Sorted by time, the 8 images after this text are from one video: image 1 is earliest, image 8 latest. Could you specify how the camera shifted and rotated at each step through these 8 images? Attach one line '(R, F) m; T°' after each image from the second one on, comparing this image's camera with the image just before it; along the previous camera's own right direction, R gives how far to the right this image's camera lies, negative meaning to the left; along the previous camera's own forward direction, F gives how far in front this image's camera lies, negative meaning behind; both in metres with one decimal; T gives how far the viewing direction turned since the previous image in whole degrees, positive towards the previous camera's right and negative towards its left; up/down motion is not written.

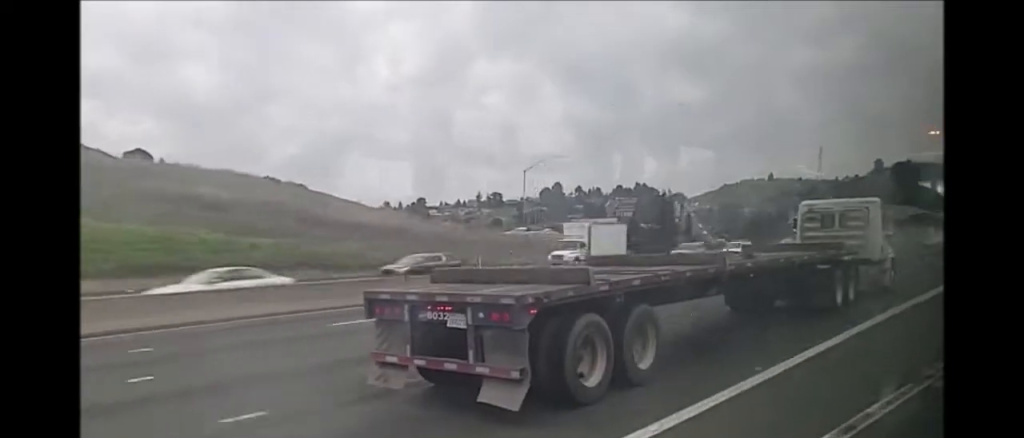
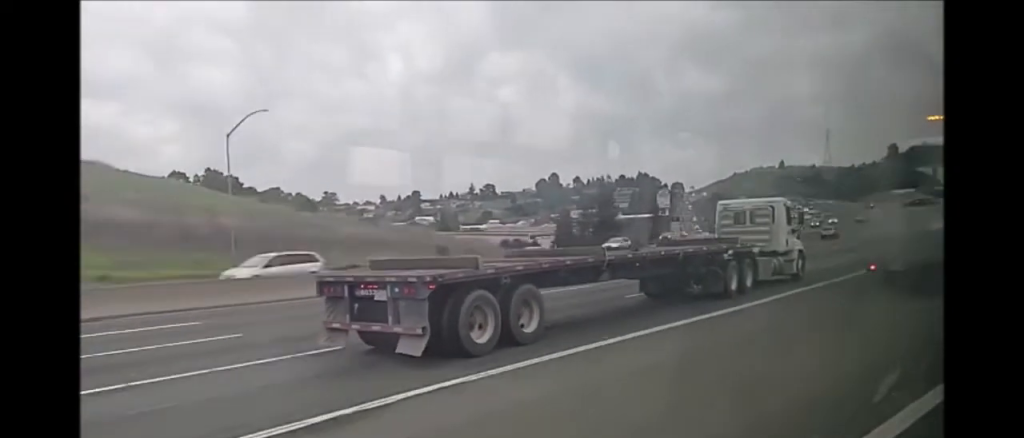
(-1.2, +34.8) m; -1°
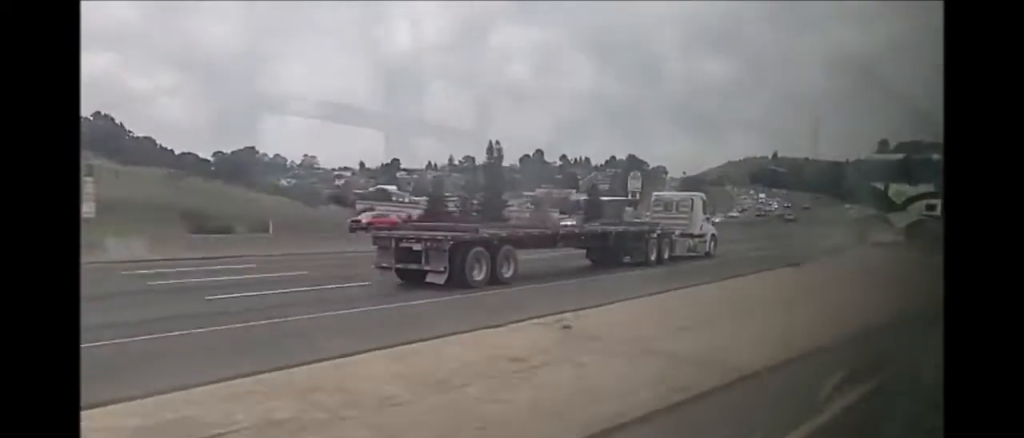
(-0.9, +40.0) m; -2°
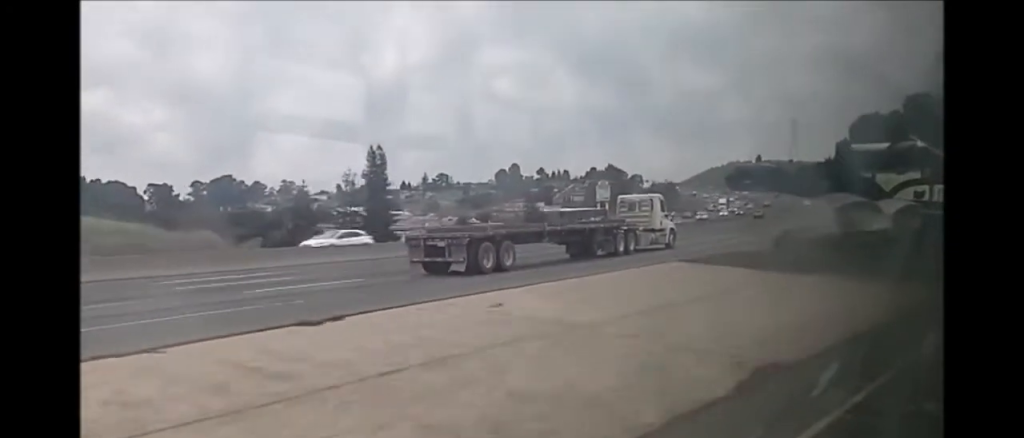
(+0.3, +27.0) m; +2°
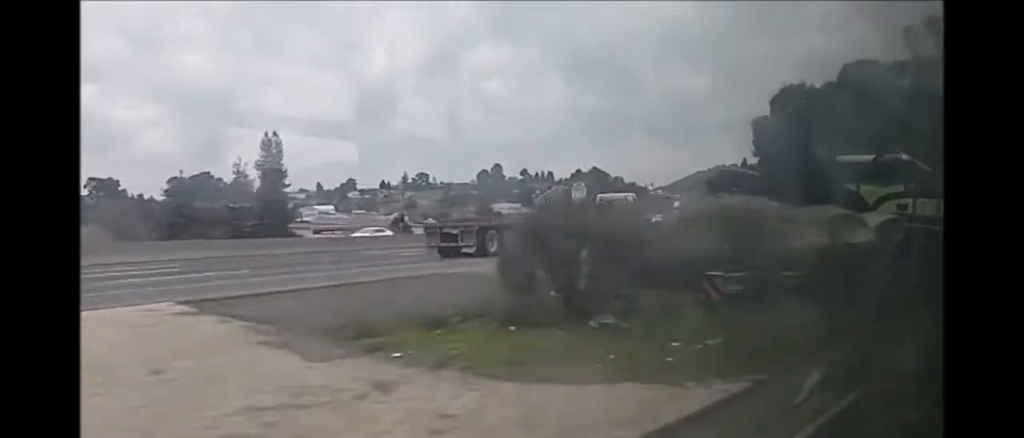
(+0.2, +17.0) m; +1°
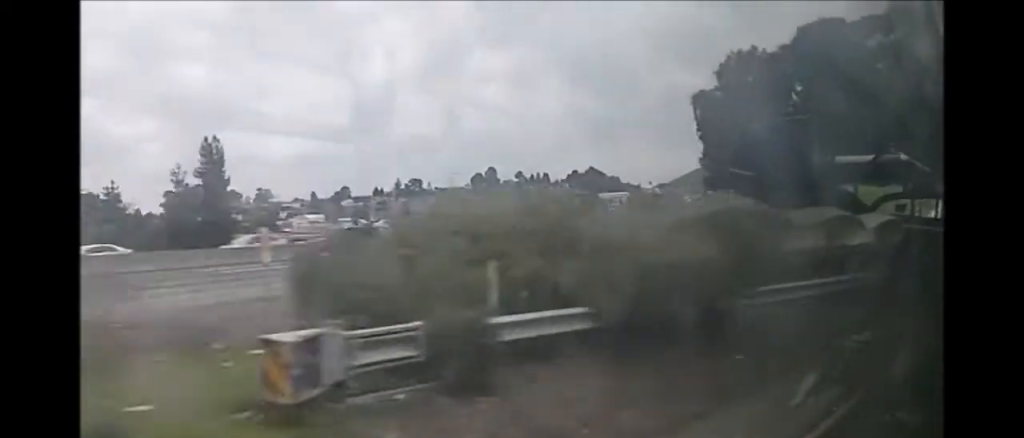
(+0.2, +8.7) m; 0°
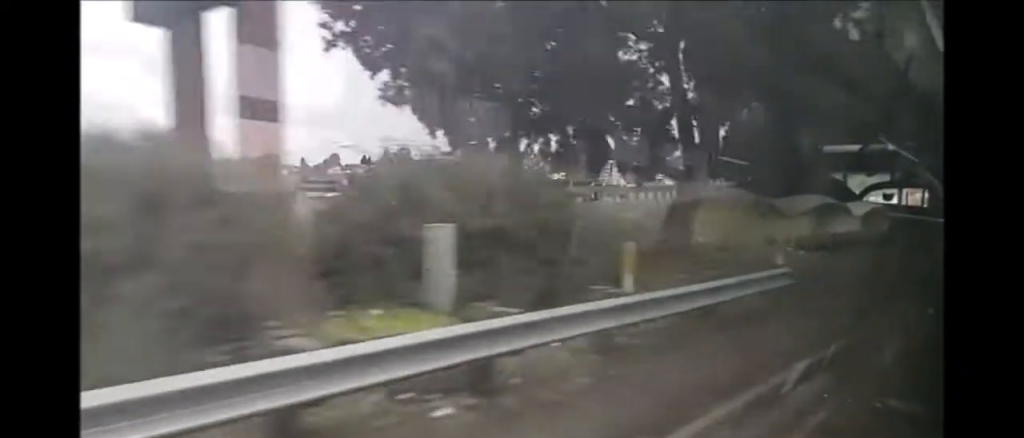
(-0.3, +21.4) m; -2°
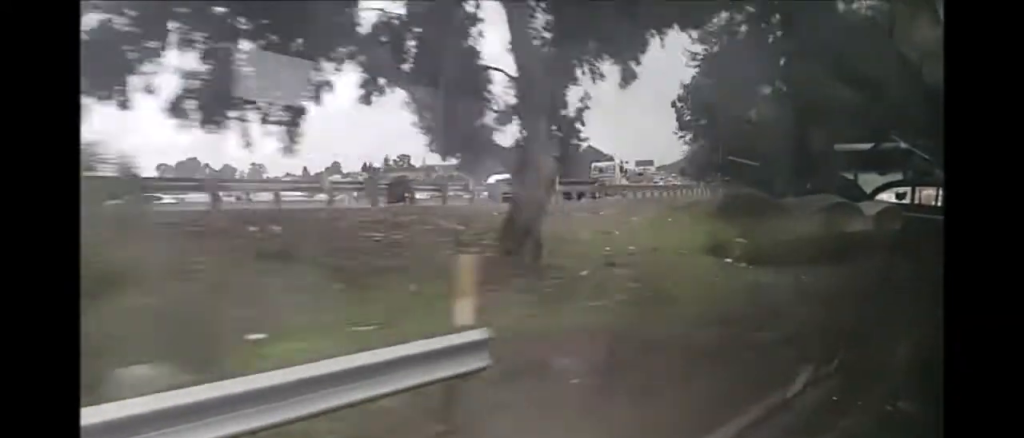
(-0.1, +7.0) m; 0°
